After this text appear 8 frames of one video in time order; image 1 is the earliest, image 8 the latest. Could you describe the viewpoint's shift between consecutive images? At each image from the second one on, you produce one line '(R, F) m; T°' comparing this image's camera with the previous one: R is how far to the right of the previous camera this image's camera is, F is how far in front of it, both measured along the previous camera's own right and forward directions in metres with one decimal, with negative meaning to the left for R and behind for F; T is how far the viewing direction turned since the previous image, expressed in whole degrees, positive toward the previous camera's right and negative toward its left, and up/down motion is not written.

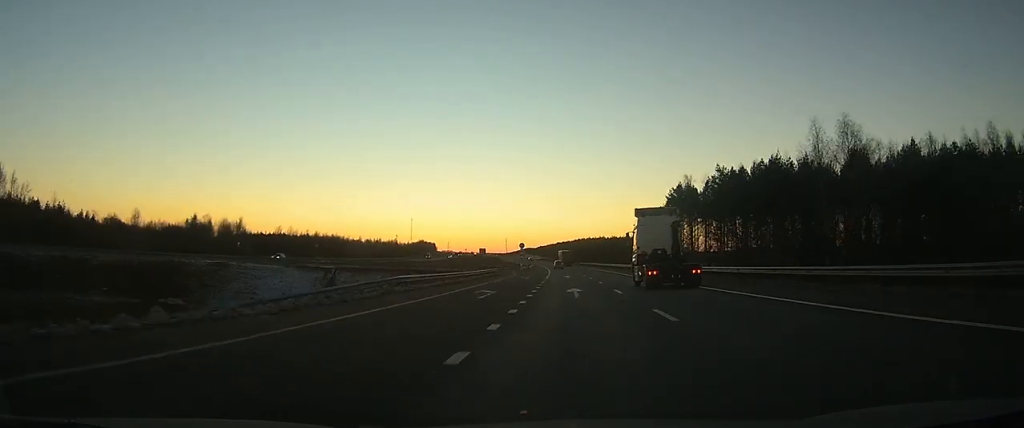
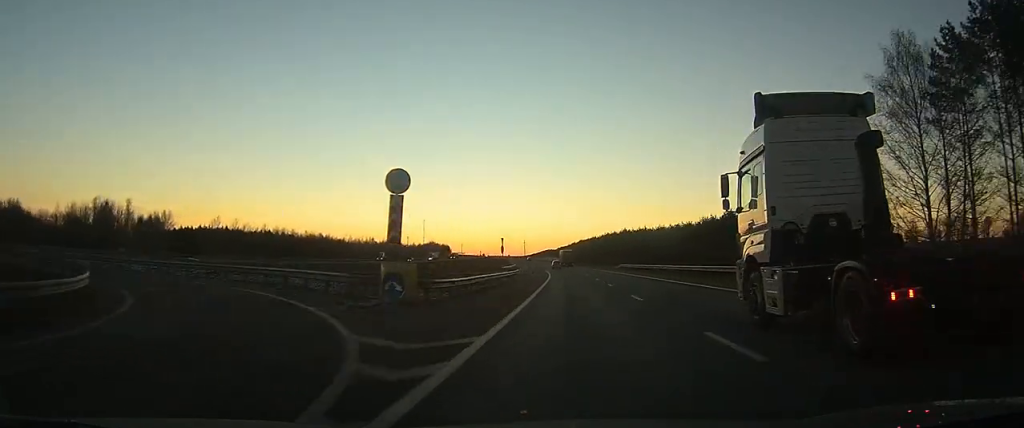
(-1.5, +94.1) m; -2°
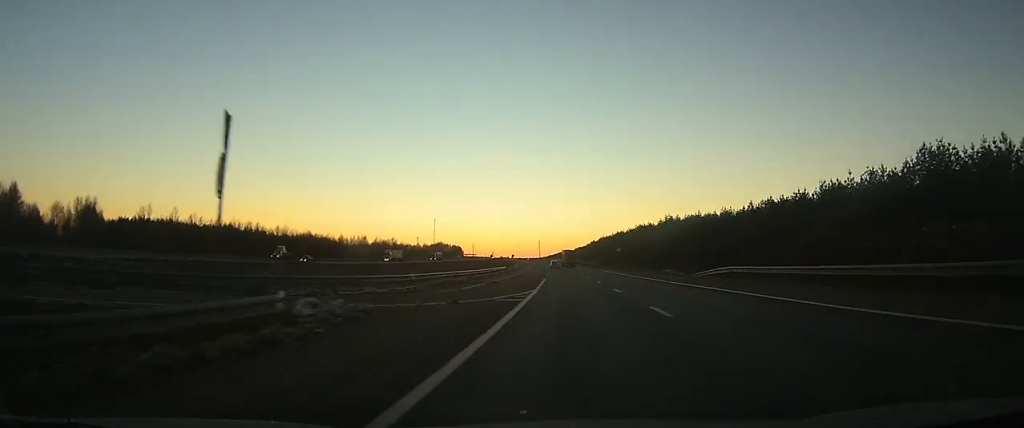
(-1.0, +57.8) m; -2°
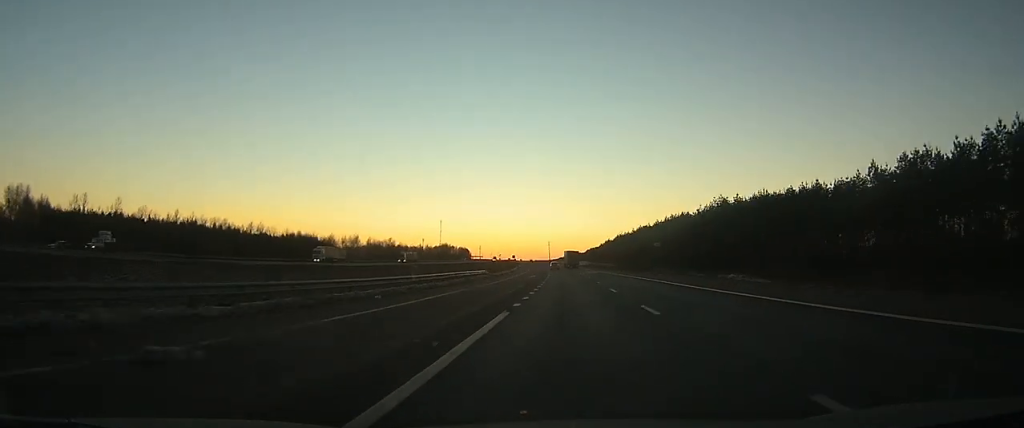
(-0.5, +38.1) m; -1°
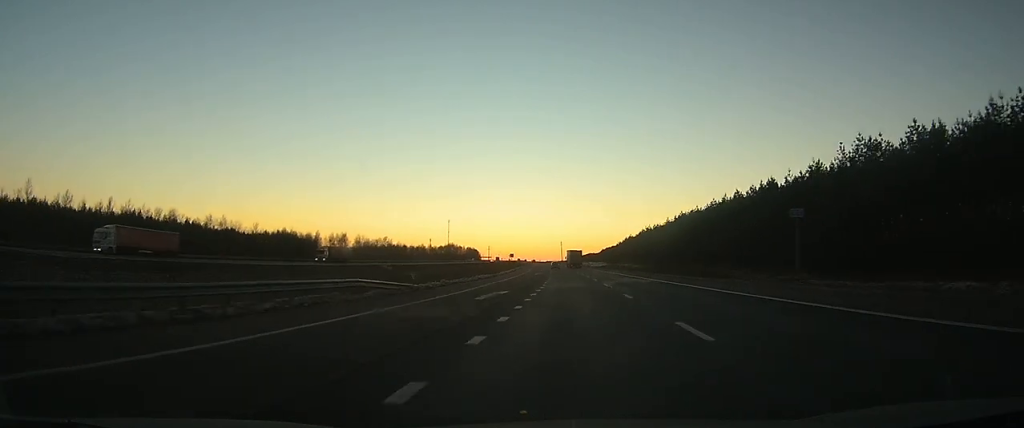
(-0.5, +43.2) m; -1°
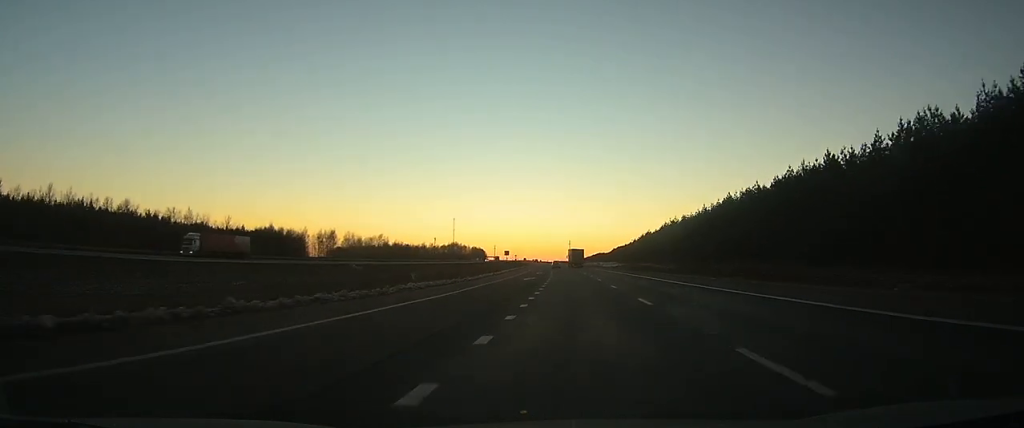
(-0.2, +28.9) m; -1°
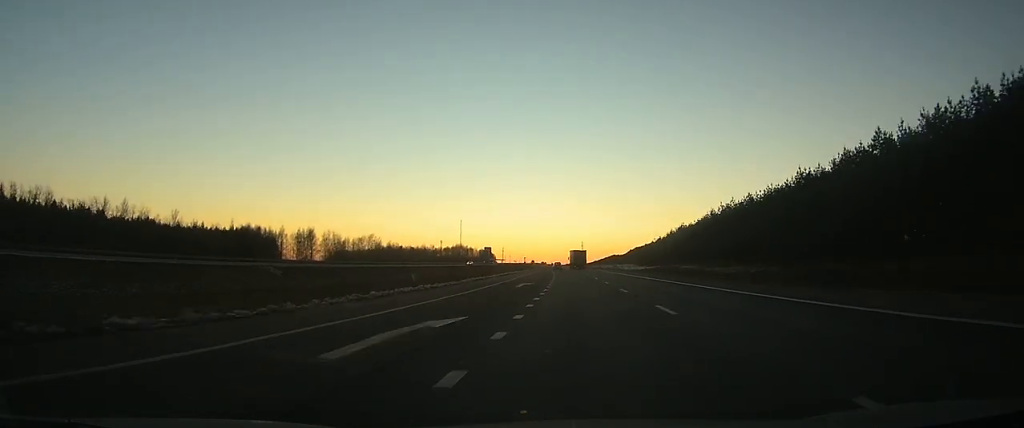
(-0.5, +38.9) m; -1°
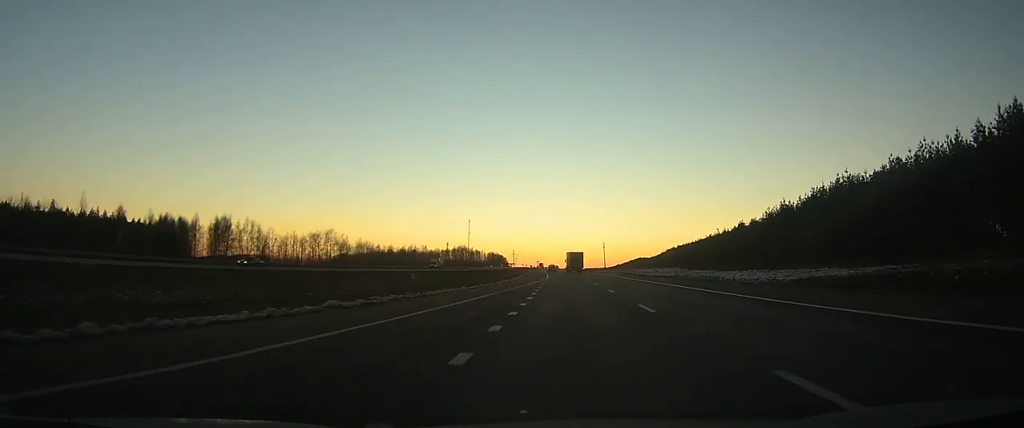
(-1.3, +78.7) m; -2°
